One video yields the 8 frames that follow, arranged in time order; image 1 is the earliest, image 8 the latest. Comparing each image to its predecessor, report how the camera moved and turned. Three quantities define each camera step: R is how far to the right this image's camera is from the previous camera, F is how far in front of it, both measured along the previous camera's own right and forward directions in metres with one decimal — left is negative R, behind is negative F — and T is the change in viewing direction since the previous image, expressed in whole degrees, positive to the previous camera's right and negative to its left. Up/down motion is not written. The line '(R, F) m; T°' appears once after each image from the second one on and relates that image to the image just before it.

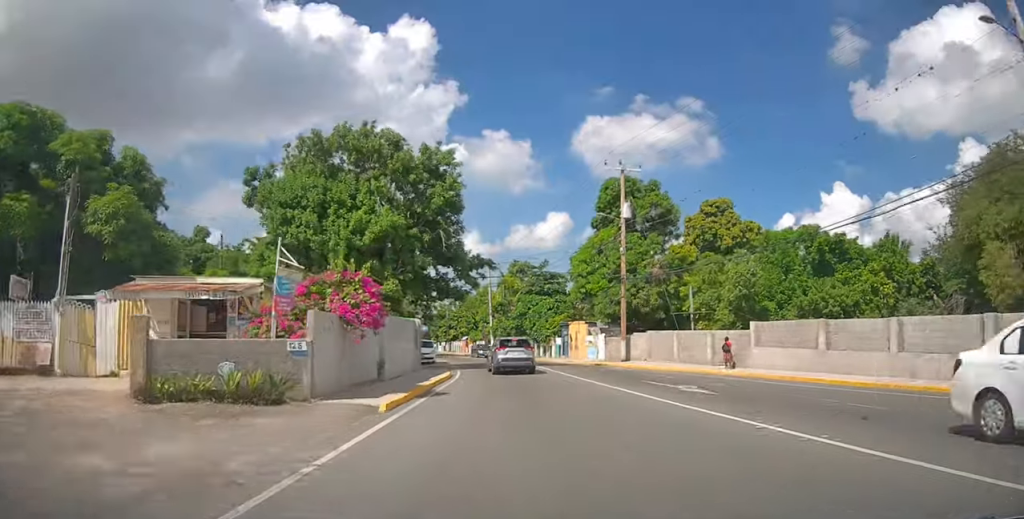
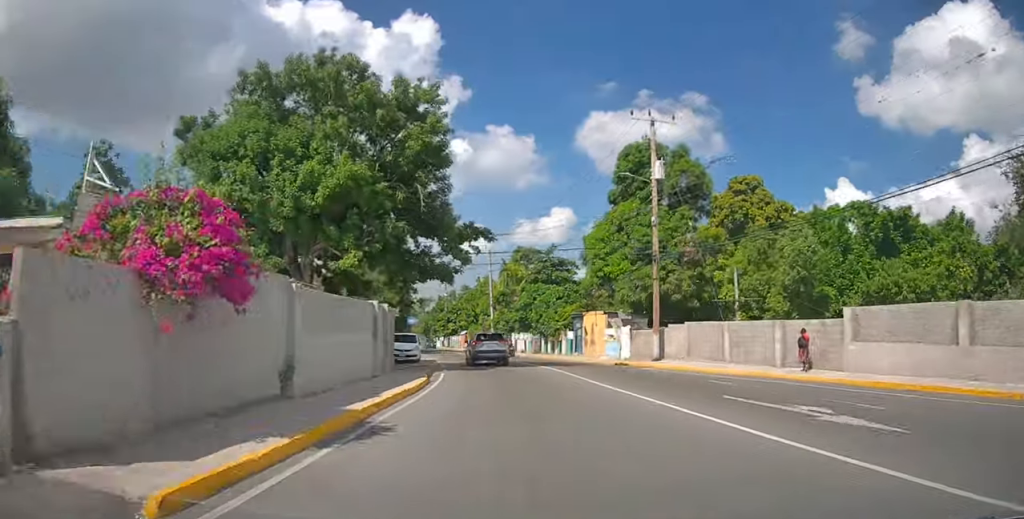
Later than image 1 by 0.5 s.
(-0.1, +7.3) m; -1°
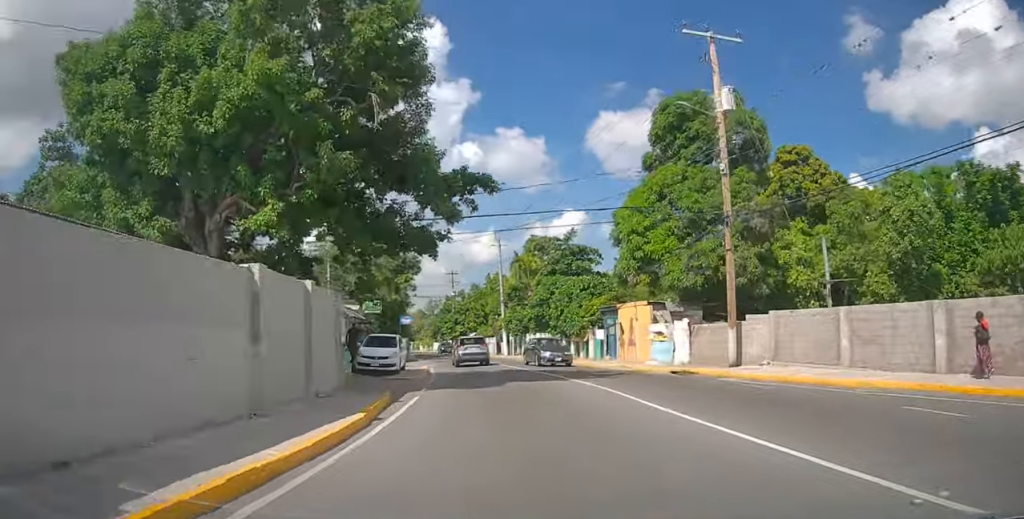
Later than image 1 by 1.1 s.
(-0.1, +8.2) m; -2°
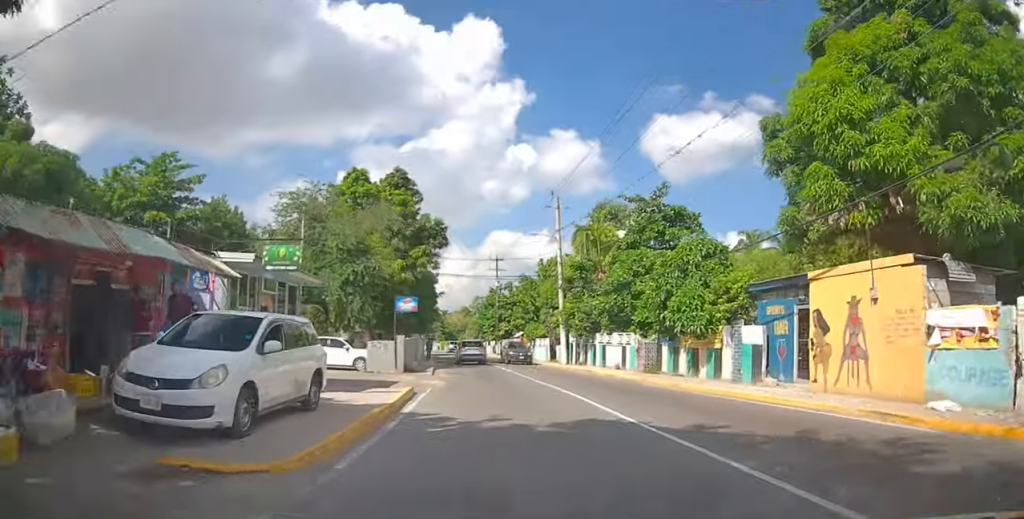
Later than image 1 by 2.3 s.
(-0.5, +15.7) m; -4°
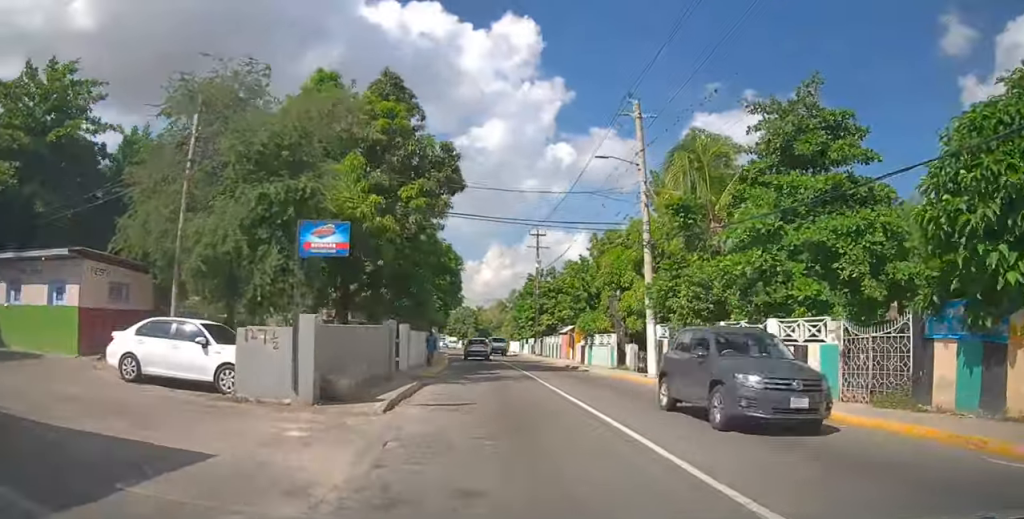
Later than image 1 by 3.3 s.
(-0.6, +15.0) m; -4°
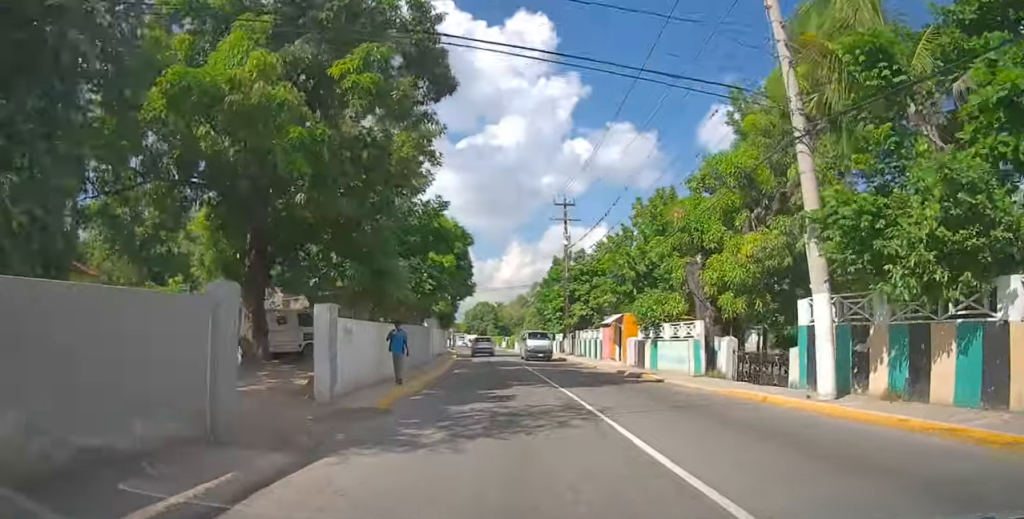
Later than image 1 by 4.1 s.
(-0.3, +11.2) m; -2°
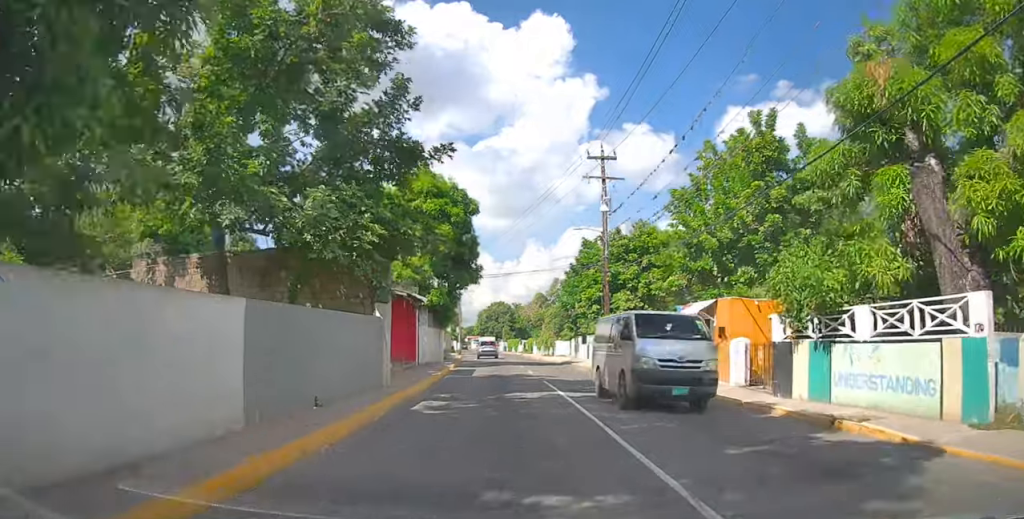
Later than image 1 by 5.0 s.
(-0.2, +12.2) m; -2°
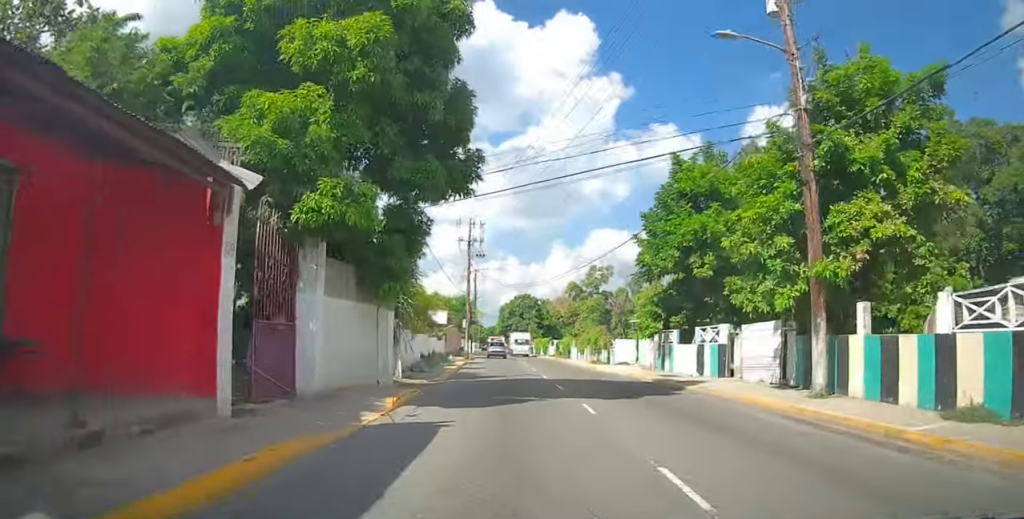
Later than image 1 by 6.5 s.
(-0.6, +20.8) m; -3°
